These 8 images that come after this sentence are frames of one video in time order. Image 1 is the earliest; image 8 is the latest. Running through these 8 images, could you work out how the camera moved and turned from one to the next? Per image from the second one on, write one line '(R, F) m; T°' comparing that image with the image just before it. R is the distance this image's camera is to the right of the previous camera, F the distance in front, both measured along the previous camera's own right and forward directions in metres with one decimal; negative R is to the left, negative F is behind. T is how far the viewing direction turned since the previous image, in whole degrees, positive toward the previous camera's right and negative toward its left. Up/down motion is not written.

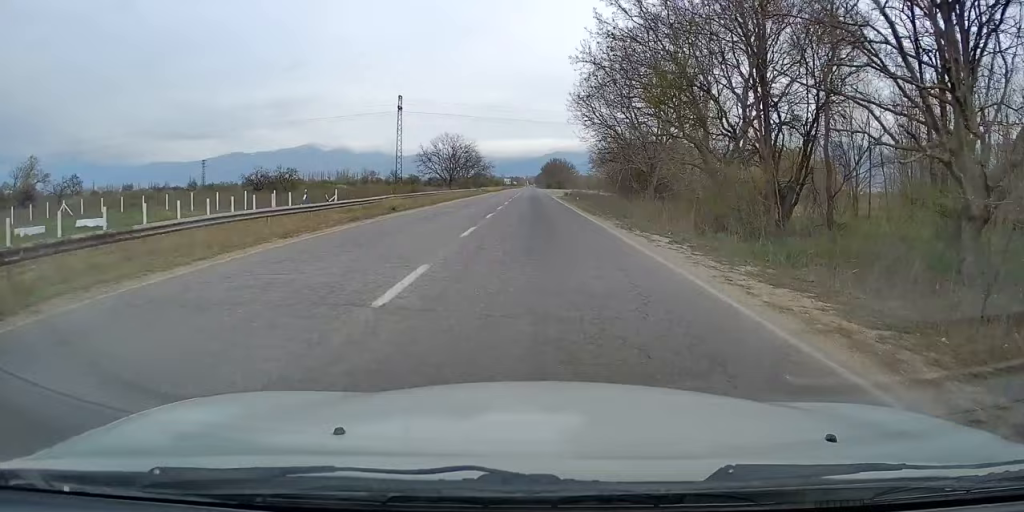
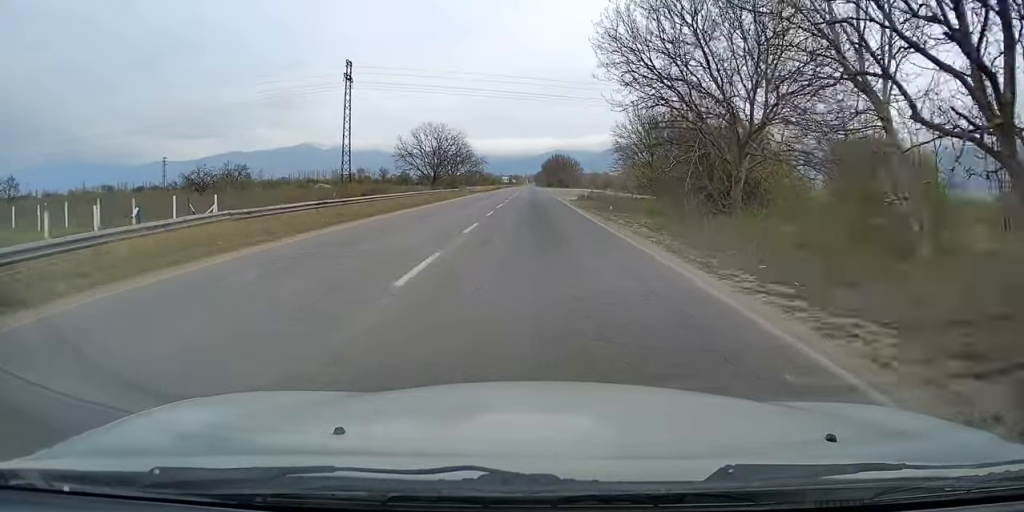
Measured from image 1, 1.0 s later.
(+0.1, +22.0) m; 0°
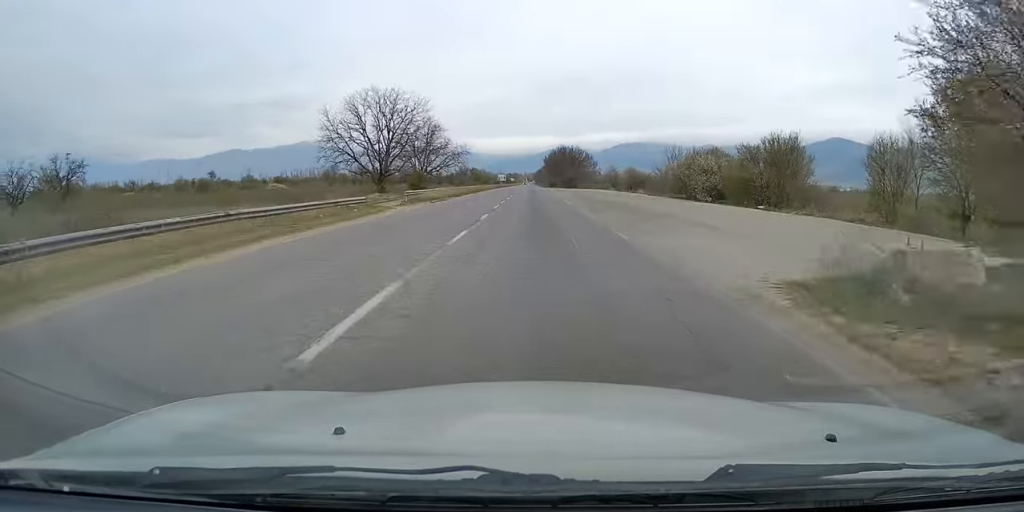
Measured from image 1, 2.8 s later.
(-0.1, +41.3) m; 0°
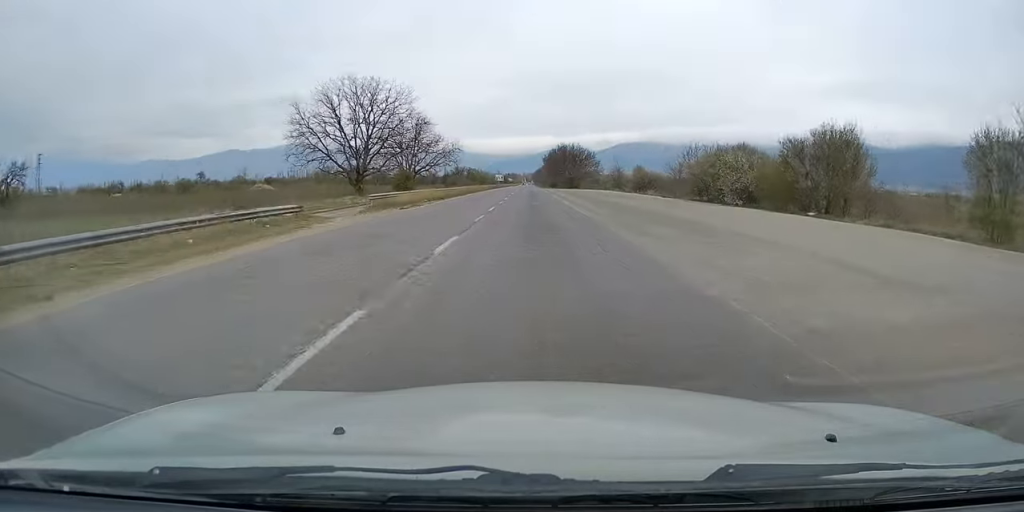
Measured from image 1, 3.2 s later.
(+0.1, +9.2) m; 0°
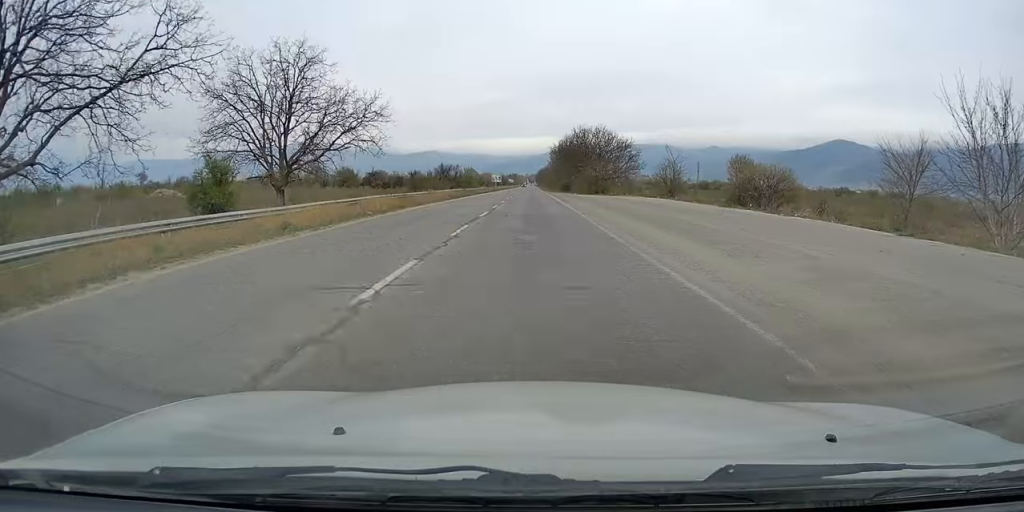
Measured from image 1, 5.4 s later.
(-0.2, +50.7) m; 0°
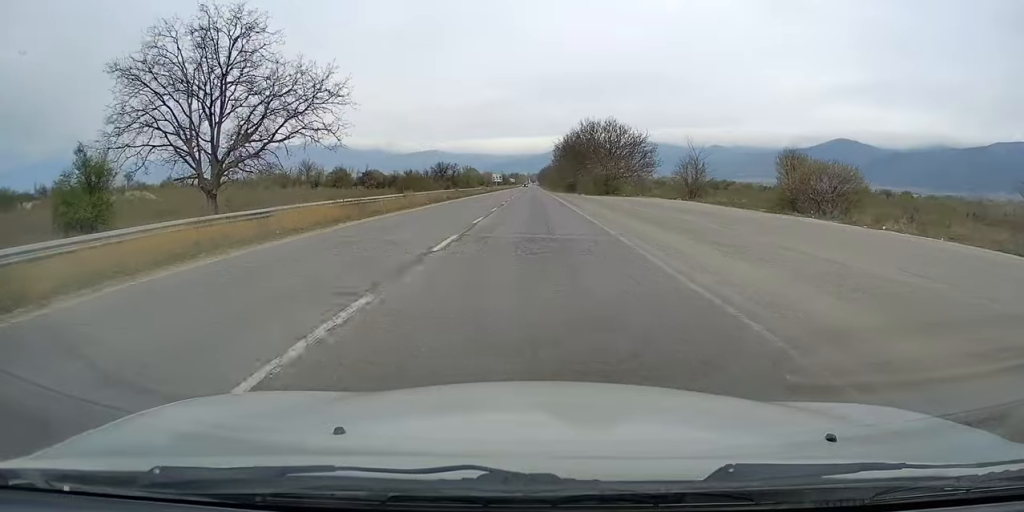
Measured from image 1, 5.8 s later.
(0.0, +10.8) m; 0°
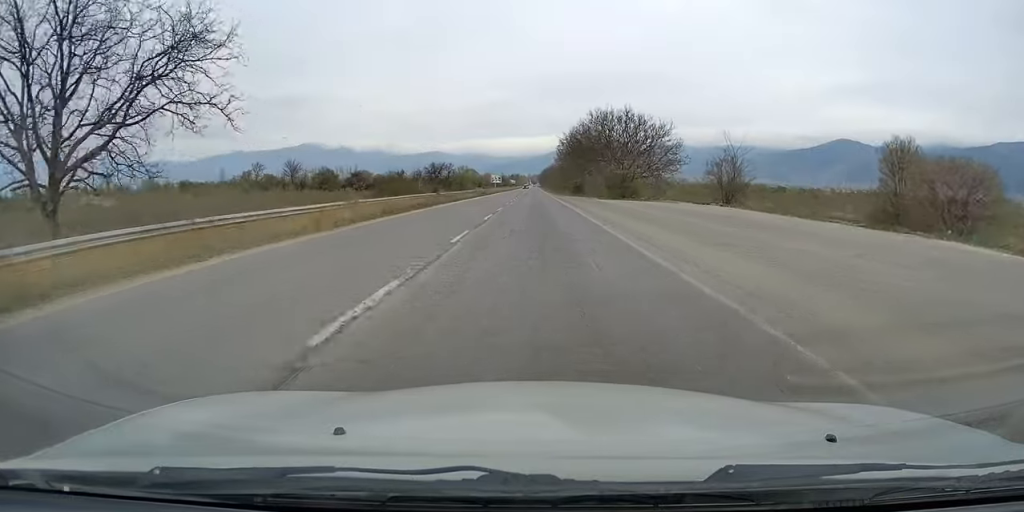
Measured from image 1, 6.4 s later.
(0.0, +13.9) m; 0°
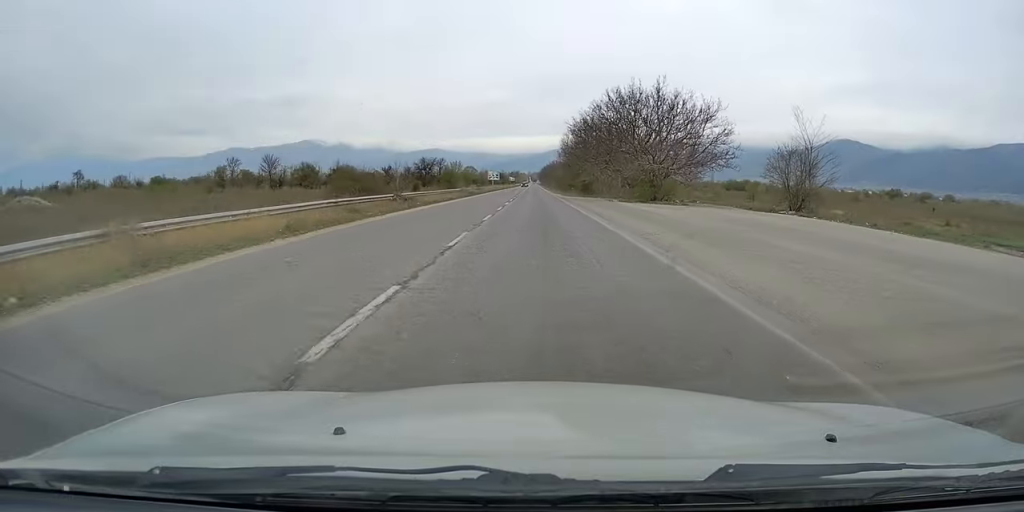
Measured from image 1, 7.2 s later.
(-0.2, +17.1) m; 0°
